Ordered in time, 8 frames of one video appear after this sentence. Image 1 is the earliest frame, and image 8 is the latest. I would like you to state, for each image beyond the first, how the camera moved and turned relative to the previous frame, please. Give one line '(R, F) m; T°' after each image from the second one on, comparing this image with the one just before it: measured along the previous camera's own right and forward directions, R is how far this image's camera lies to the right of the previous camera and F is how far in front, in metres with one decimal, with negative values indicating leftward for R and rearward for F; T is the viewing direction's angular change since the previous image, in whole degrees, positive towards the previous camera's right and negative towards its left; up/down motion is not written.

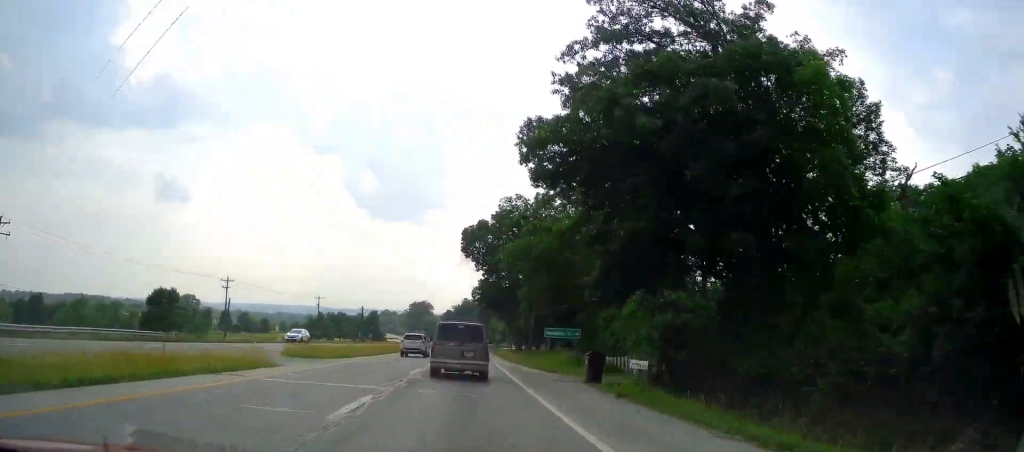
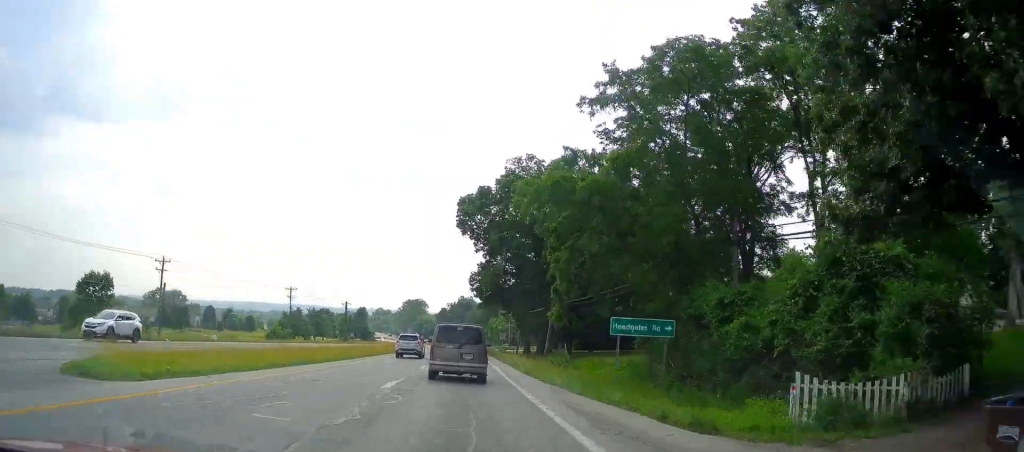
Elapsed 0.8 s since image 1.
(+0.3, +19.4) m; +1°
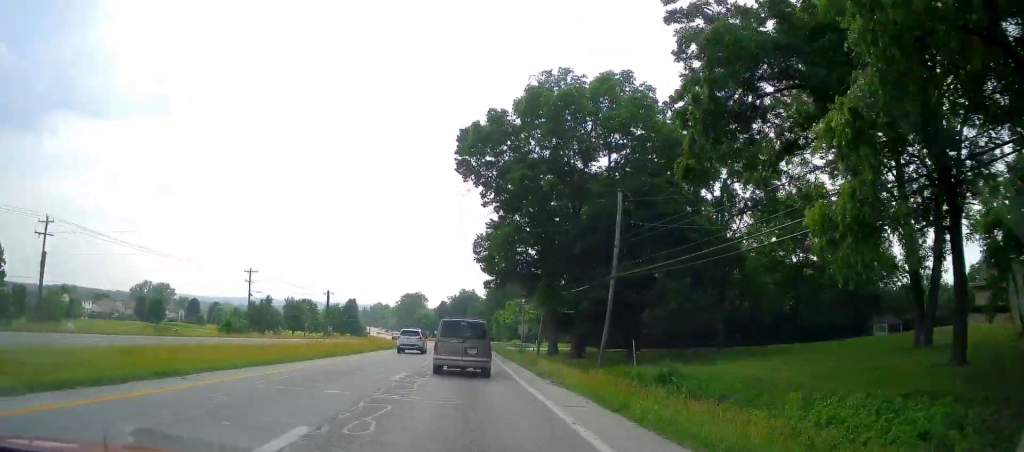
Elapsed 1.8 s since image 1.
(+0.1, +23.2) m; +1°
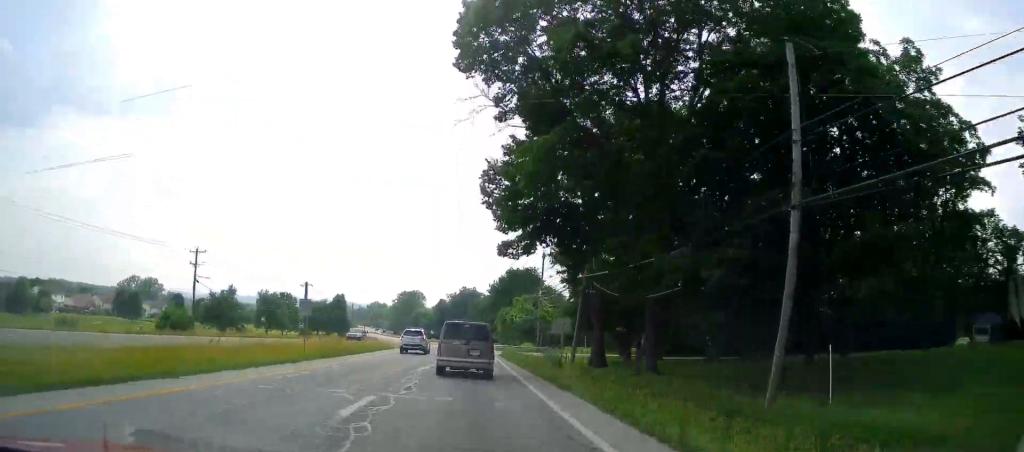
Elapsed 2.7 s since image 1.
(+0.5, +19.9) m; 0°
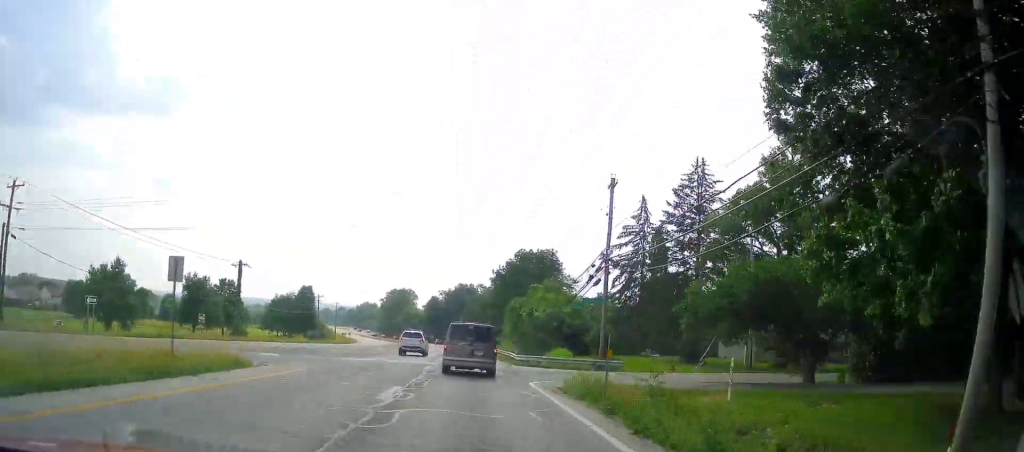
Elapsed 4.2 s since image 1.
(-0.3, +35.2) m; +1°
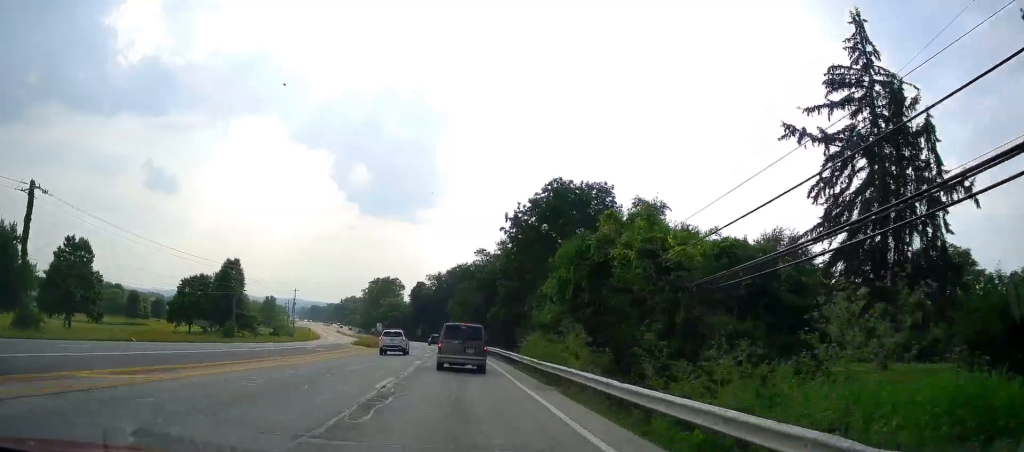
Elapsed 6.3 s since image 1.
(+0.4, +46.1) m; -1°
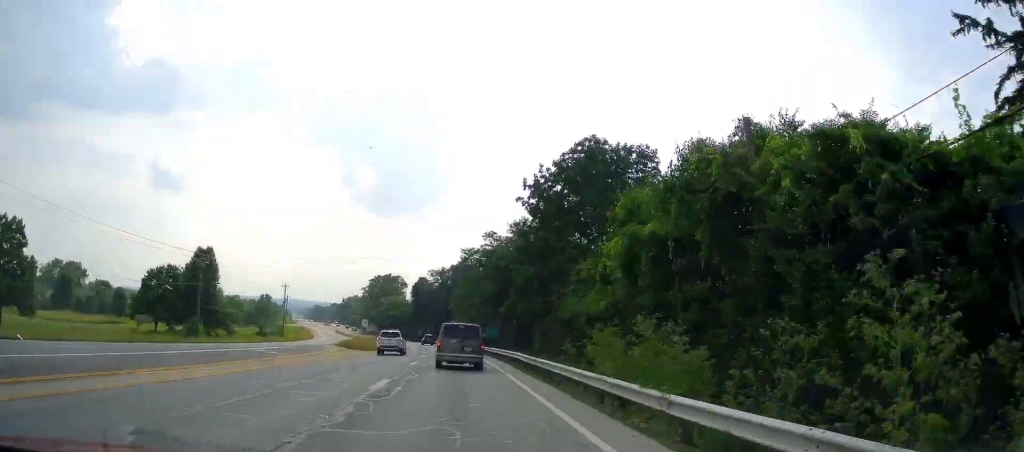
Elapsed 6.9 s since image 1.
(-0.1, +13.7) m; -1°
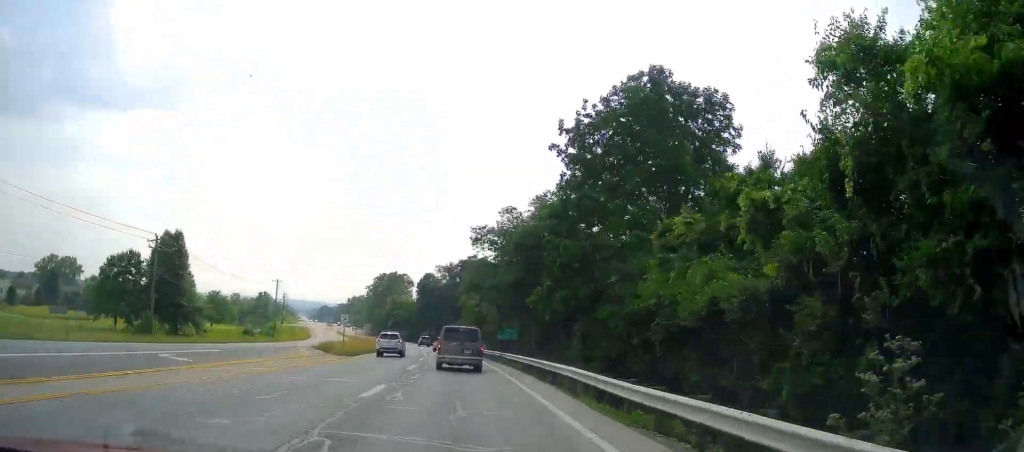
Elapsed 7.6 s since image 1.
(+0.3, +13.7) m; 0°
